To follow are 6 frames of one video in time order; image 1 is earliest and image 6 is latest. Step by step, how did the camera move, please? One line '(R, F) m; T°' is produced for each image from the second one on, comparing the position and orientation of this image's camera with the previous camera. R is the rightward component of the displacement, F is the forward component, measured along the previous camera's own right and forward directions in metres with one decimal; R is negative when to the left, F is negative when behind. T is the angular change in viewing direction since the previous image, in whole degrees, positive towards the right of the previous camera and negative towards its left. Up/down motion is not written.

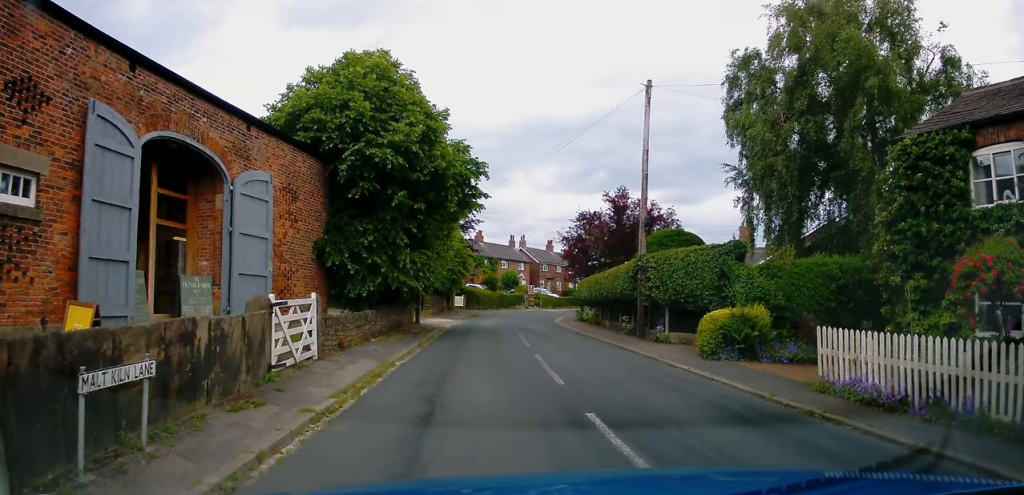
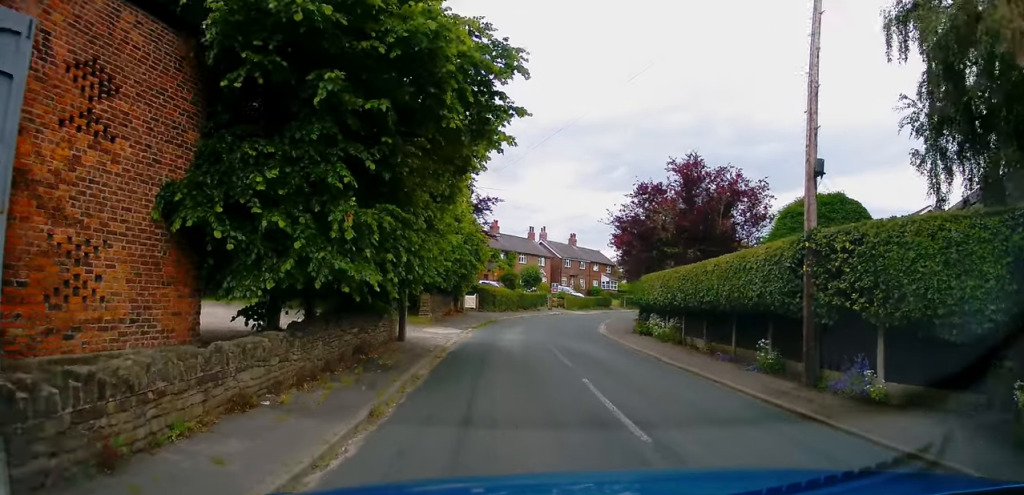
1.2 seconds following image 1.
(-0.1, +9.0) m; +2°
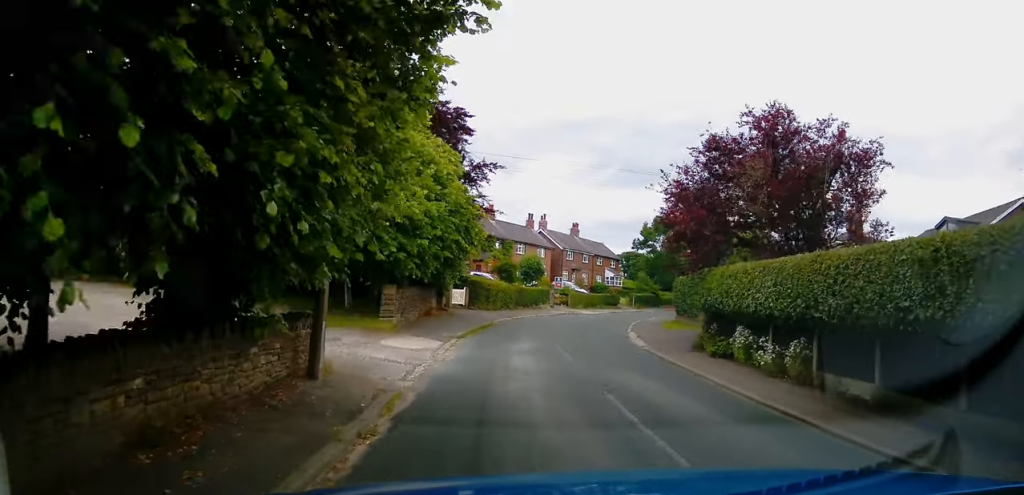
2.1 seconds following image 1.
(+0.3, +7.6) m; +1°
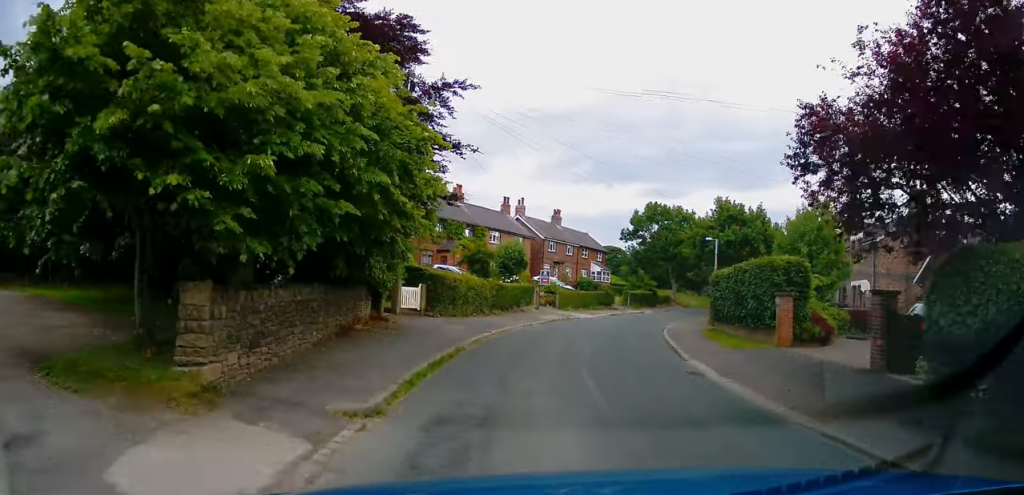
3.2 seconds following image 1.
(-0.2, +9.8) m; +2°
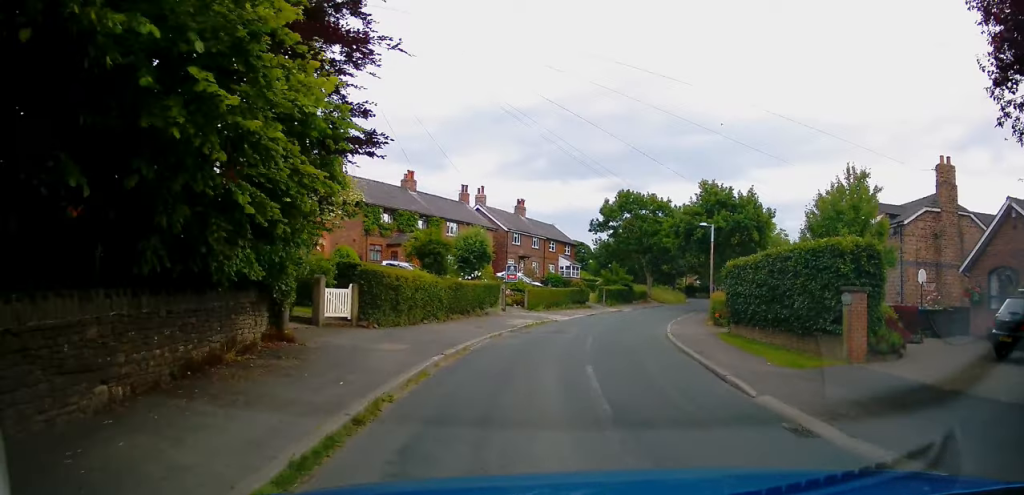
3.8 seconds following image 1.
(0.0, +5.5) m; +4°
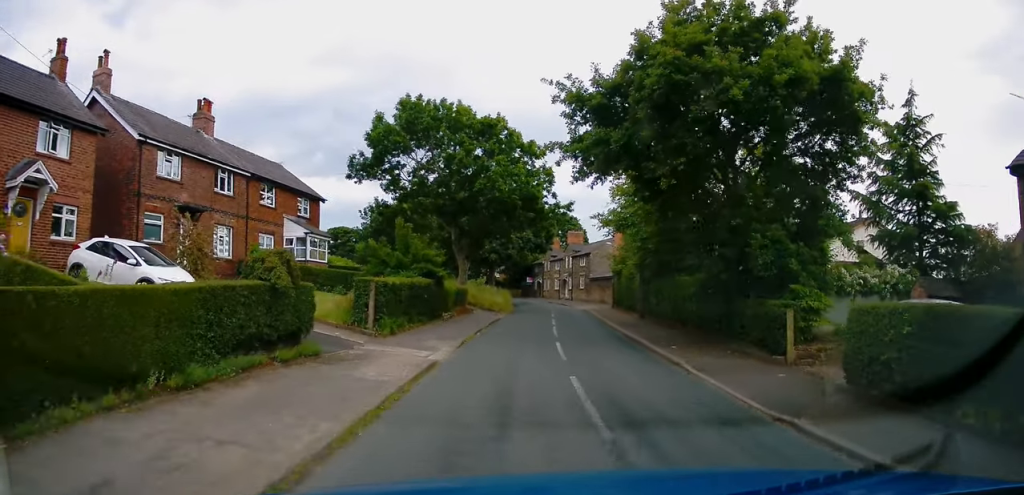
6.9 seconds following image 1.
(+6.6, +30.5) m; +21°
